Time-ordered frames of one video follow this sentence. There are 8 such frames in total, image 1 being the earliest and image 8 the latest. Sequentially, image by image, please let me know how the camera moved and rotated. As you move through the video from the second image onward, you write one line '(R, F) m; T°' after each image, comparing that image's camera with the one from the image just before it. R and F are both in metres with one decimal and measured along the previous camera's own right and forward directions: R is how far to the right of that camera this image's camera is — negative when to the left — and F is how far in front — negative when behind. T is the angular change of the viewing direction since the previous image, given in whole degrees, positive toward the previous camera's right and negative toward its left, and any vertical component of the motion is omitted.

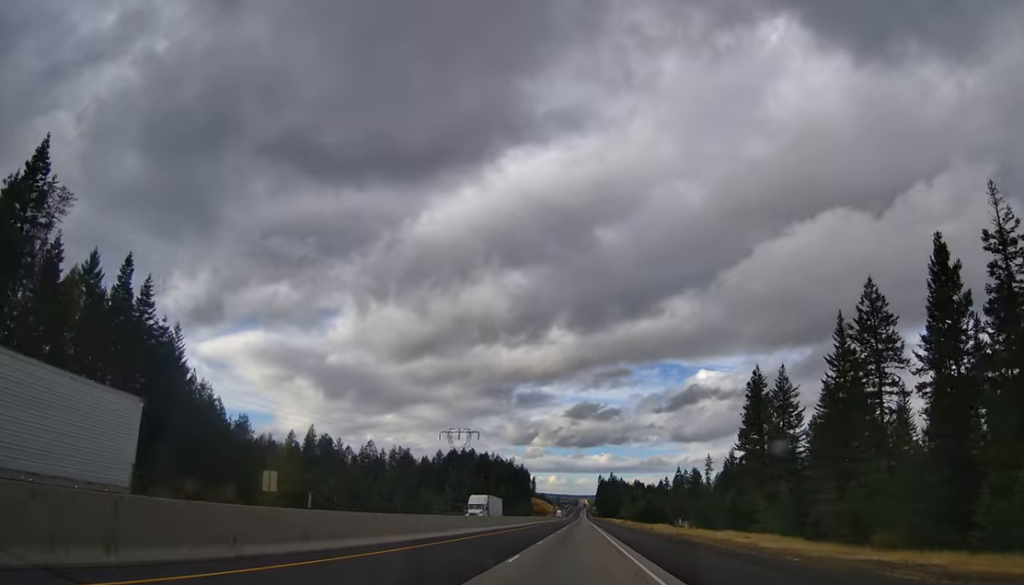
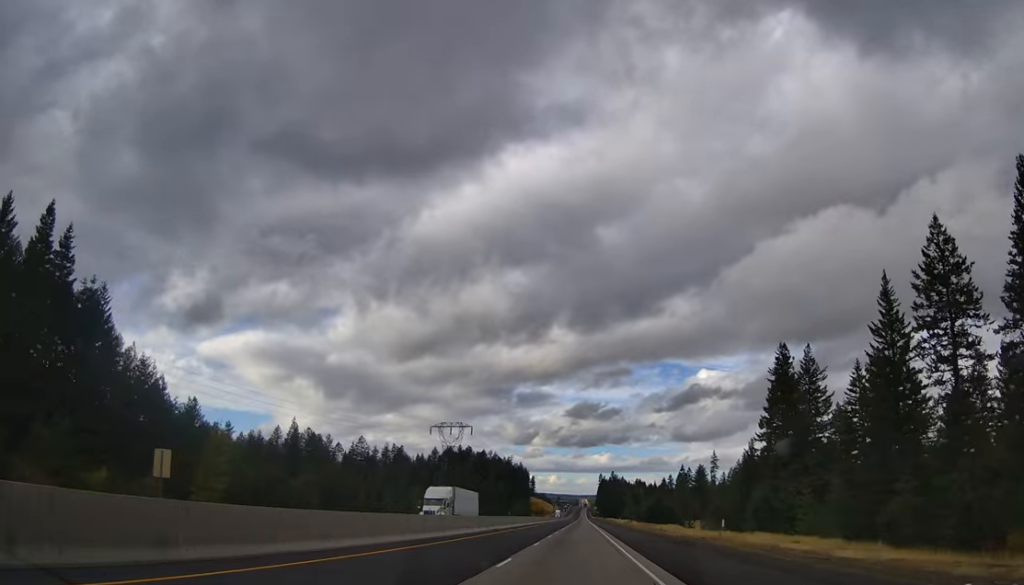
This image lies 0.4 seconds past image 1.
(0.0, +13.8) m; 0°
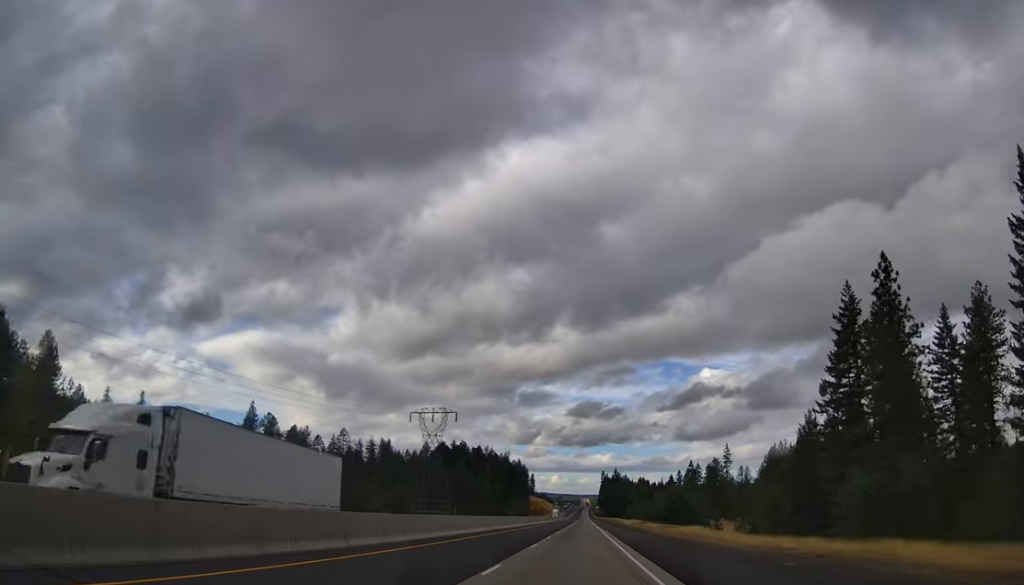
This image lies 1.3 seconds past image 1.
(+0.9, +26.7) m; 0°
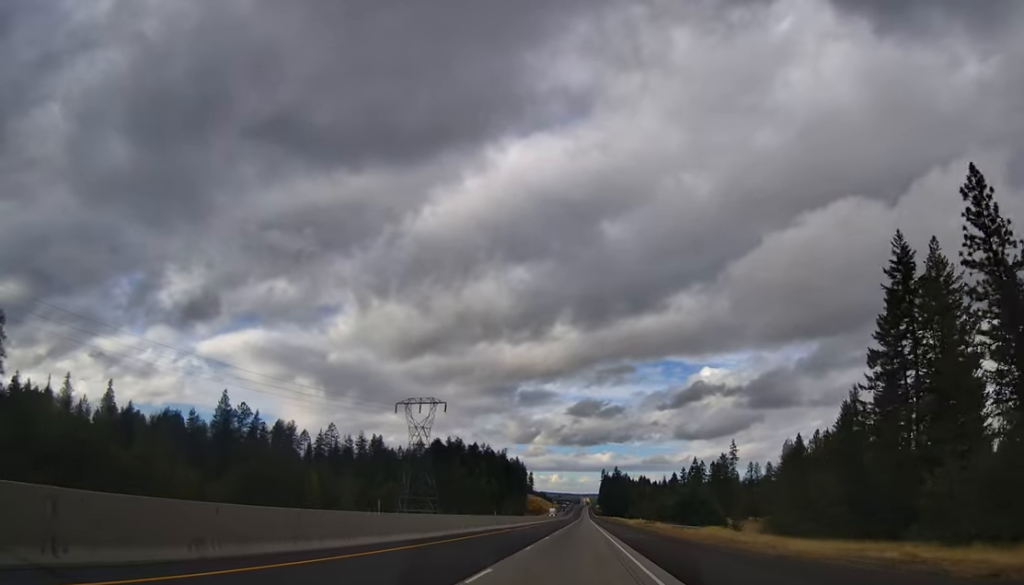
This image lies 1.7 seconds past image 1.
(-0.4, +13.9) m; 0°
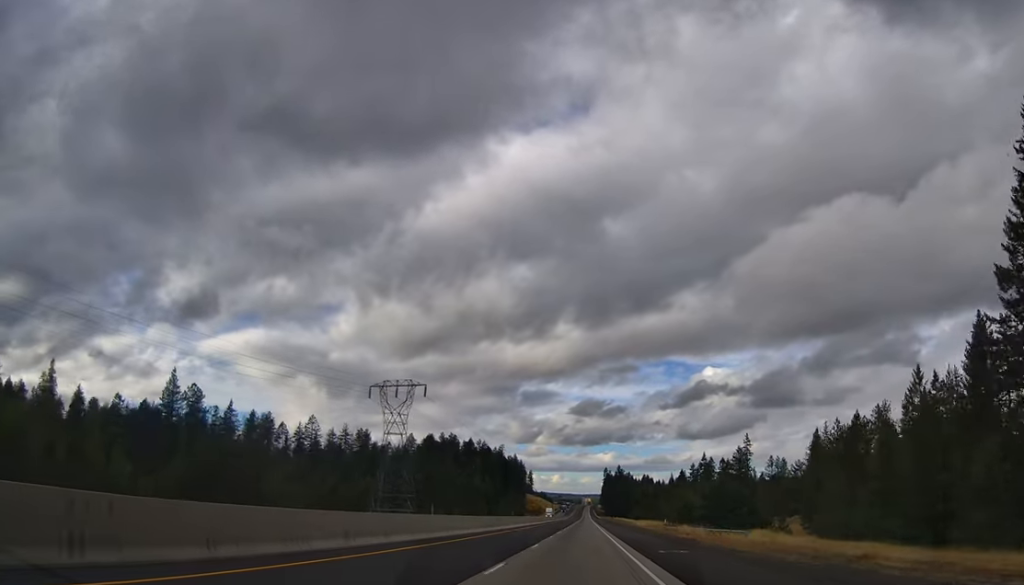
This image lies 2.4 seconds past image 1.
(-0.3, +22.5) m; 0°
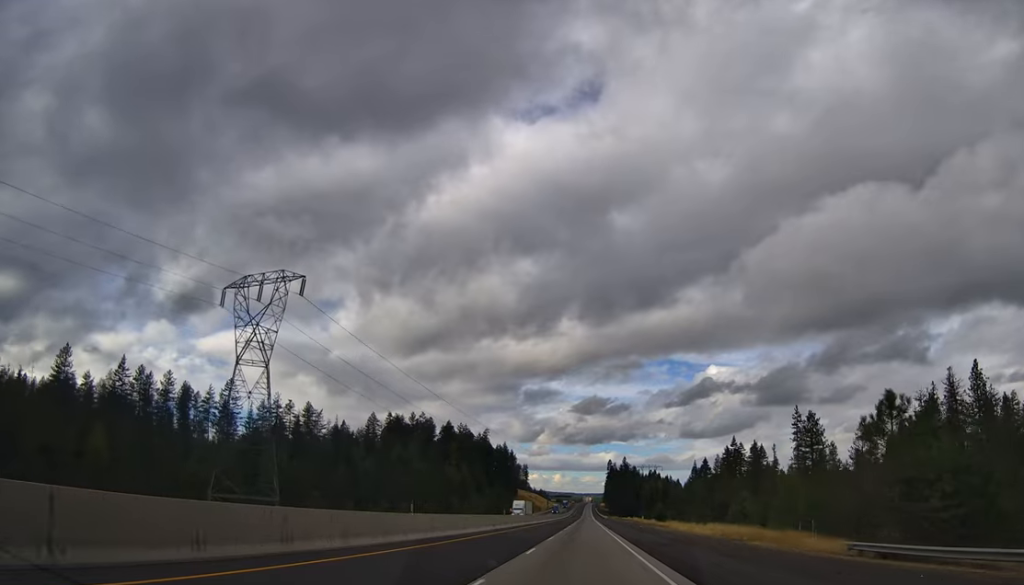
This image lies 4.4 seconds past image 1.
(+0.3, +65.3) m; -1°
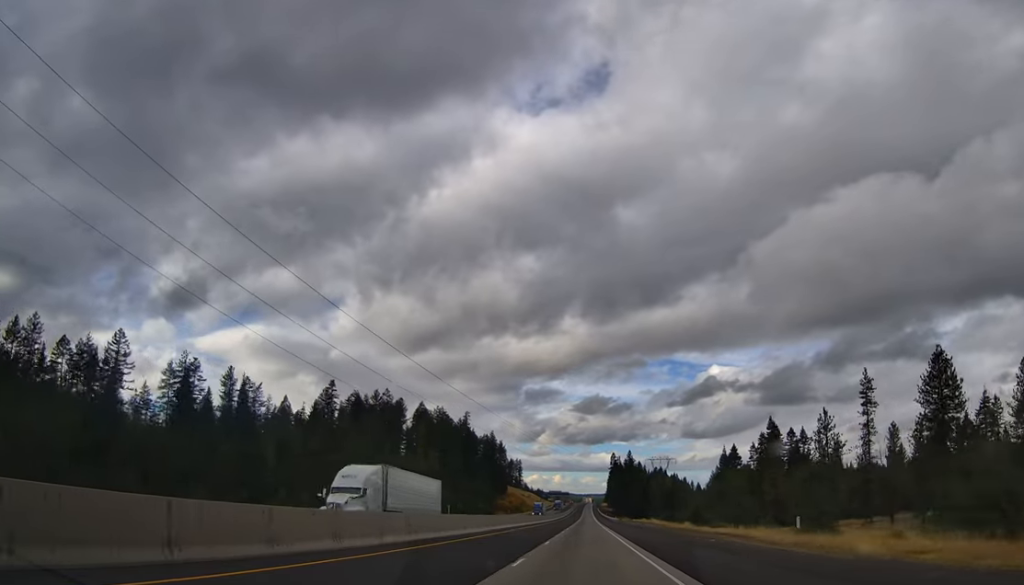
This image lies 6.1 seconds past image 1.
(-0.4, +54.9) m; +1°
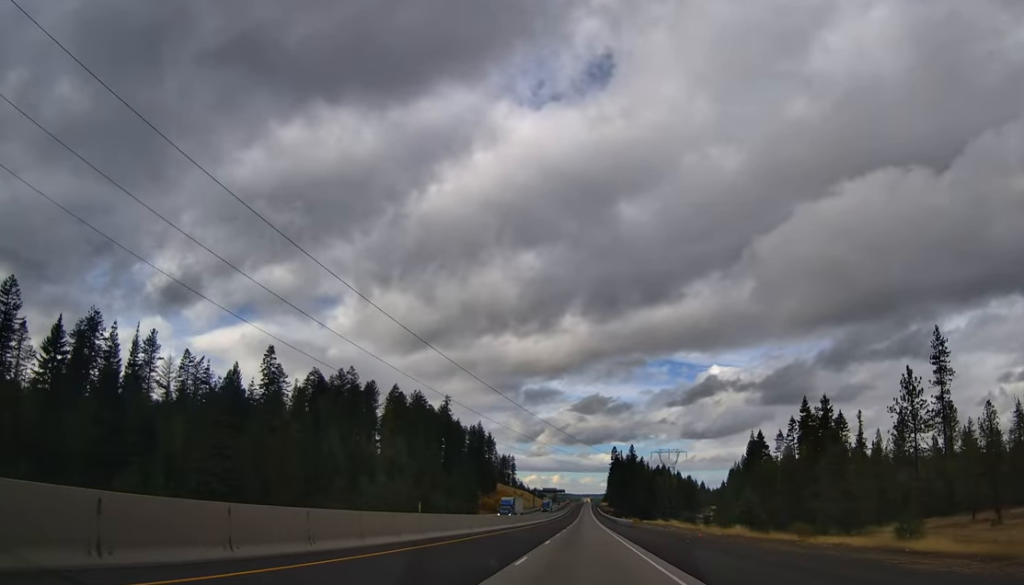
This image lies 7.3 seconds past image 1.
(+0.6, +36.5) m; 0°
